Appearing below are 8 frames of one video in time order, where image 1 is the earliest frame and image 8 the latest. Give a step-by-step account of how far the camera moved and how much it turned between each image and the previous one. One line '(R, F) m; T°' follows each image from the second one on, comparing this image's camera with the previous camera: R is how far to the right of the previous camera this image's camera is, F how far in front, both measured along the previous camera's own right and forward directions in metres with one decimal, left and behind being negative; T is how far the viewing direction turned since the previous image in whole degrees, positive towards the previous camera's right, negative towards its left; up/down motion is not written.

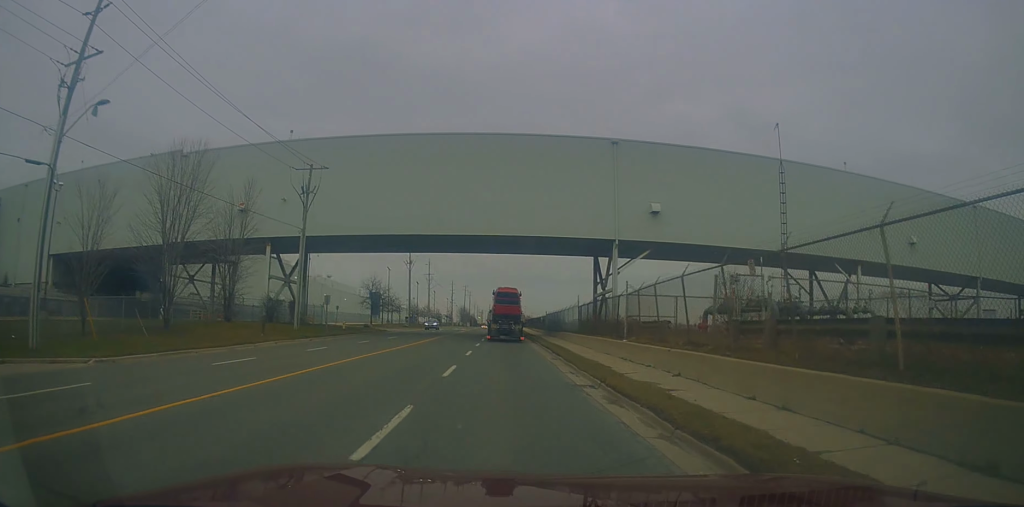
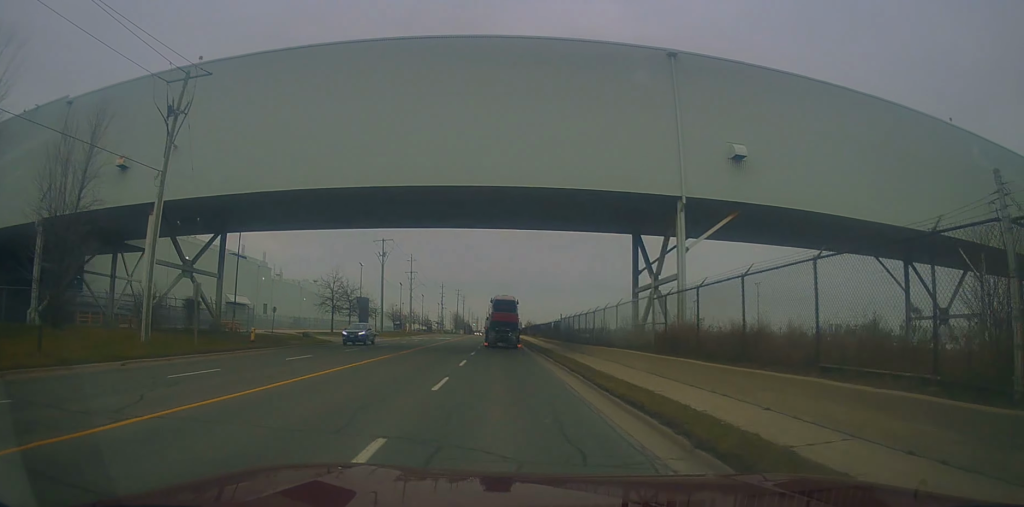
(0.0, +20.3) m; -1°
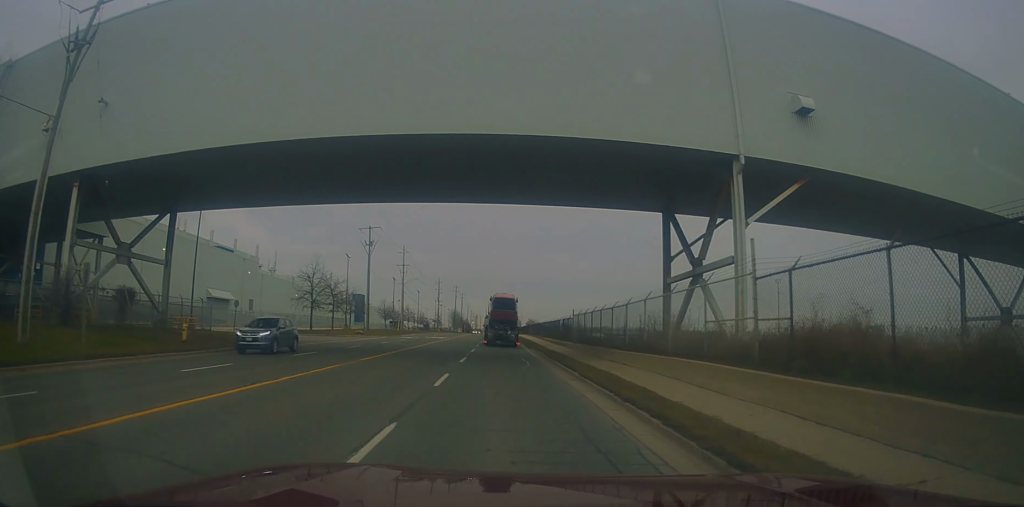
(-0.1, +8.2) m; 0°
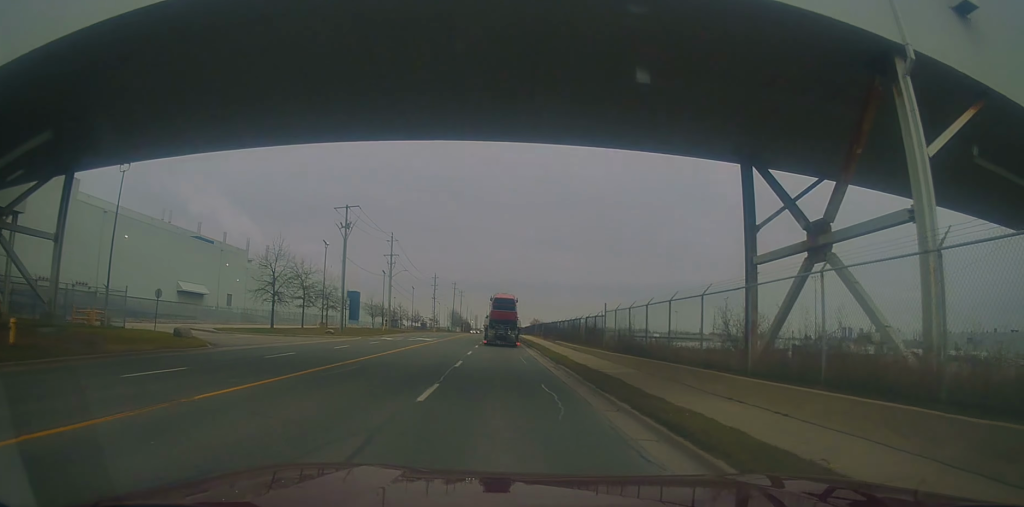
(+0.1, +11.9) m; 0°
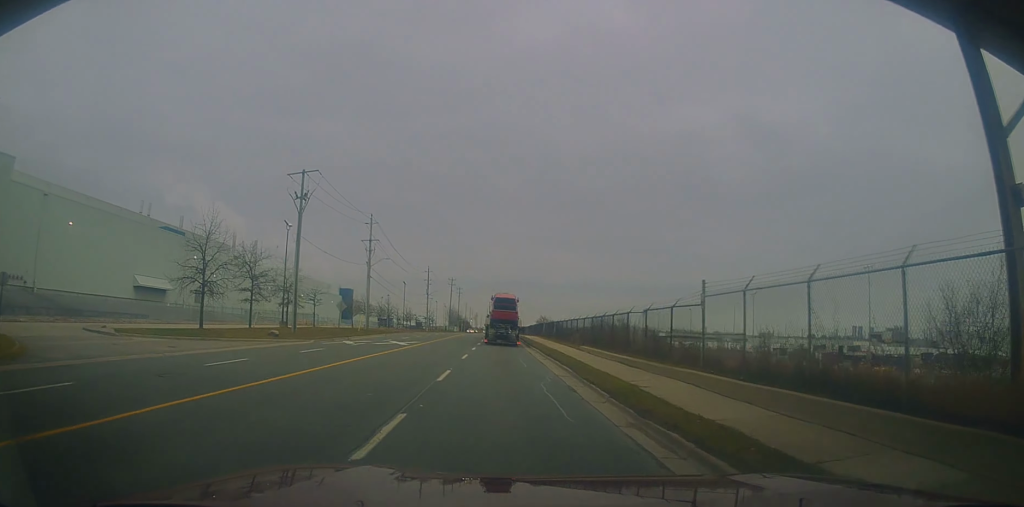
(-0.1, +14.0) m; +1°
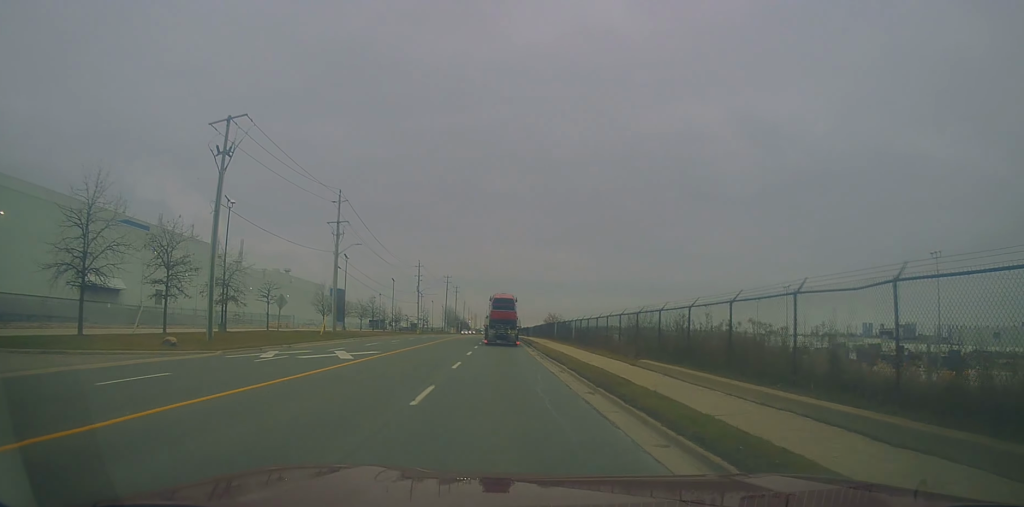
(+0.3, +13.9) m; +1°
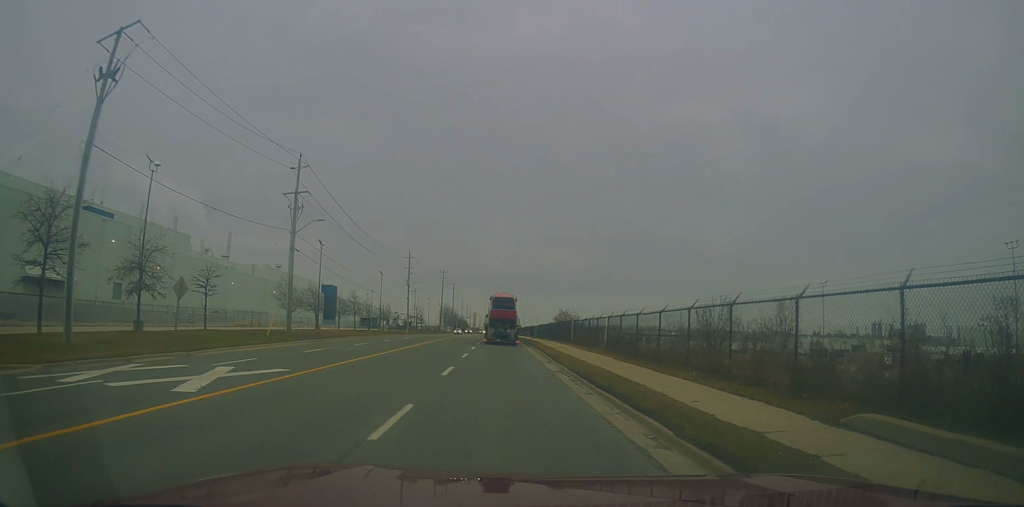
(+0.1, +12.3) m; +1°
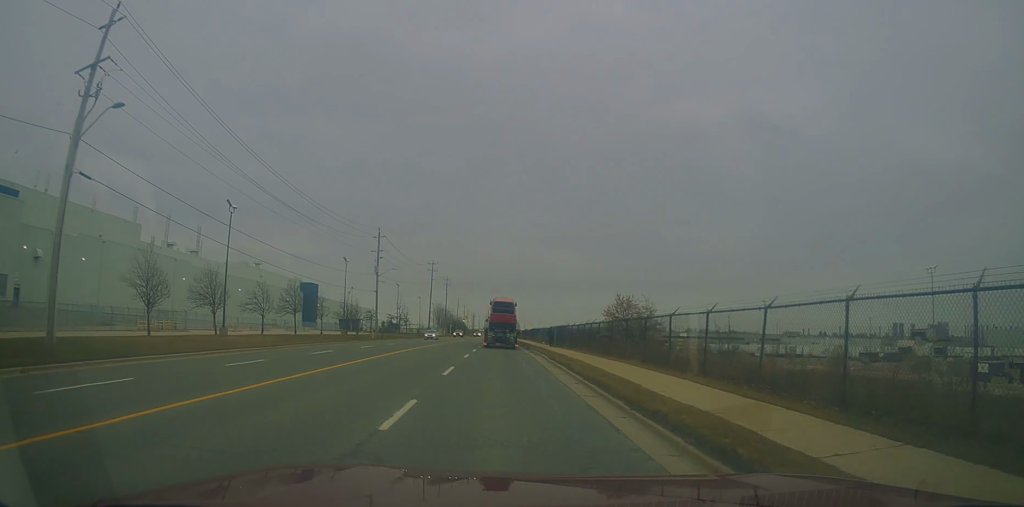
(+0.1, +26.0) m; 0°
